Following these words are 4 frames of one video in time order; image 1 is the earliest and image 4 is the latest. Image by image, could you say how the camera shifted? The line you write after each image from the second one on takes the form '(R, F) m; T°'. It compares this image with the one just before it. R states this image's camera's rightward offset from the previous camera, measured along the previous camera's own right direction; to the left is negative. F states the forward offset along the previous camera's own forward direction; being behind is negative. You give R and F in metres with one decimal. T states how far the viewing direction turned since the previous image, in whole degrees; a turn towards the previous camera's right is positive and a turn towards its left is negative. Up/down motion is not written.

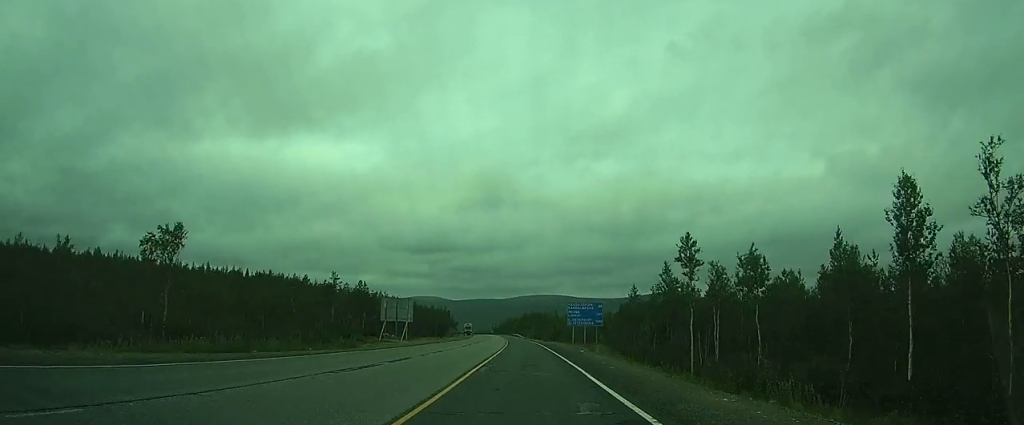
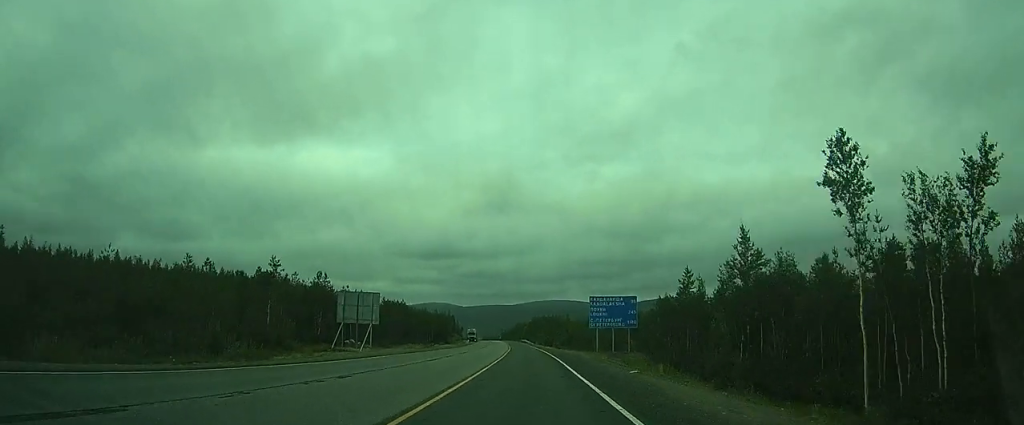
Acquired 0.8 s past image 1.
(-0.1, +19.5) m; 0°
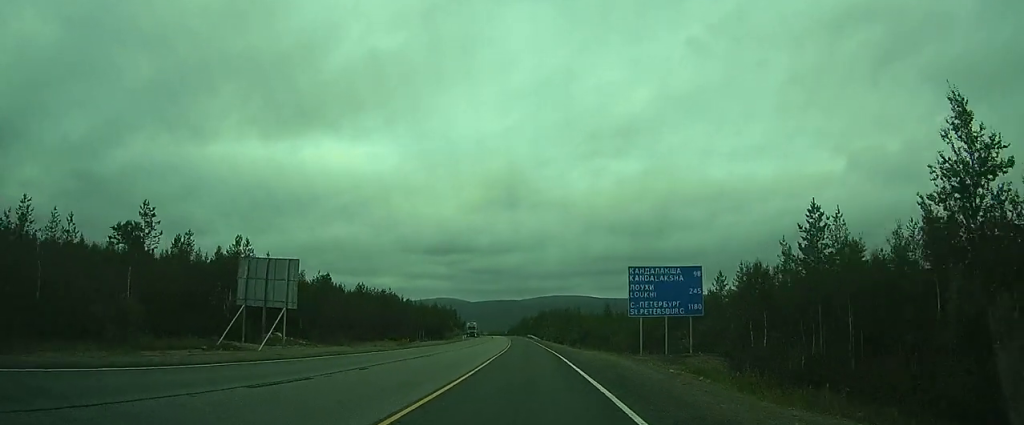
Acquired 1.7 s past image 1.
(0.0, +20.3) m; 0°
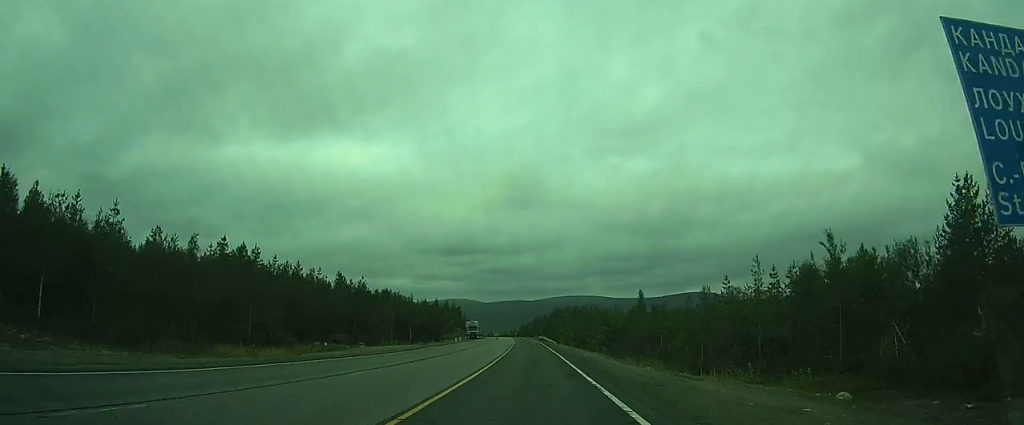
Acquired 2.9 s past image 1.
(0.0, +28.1) m; 0°
